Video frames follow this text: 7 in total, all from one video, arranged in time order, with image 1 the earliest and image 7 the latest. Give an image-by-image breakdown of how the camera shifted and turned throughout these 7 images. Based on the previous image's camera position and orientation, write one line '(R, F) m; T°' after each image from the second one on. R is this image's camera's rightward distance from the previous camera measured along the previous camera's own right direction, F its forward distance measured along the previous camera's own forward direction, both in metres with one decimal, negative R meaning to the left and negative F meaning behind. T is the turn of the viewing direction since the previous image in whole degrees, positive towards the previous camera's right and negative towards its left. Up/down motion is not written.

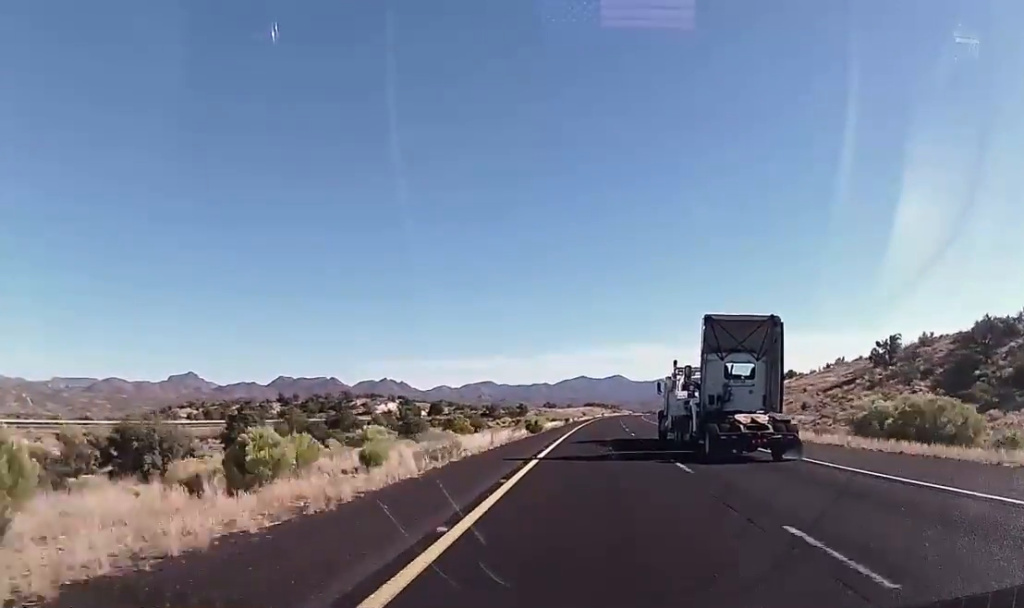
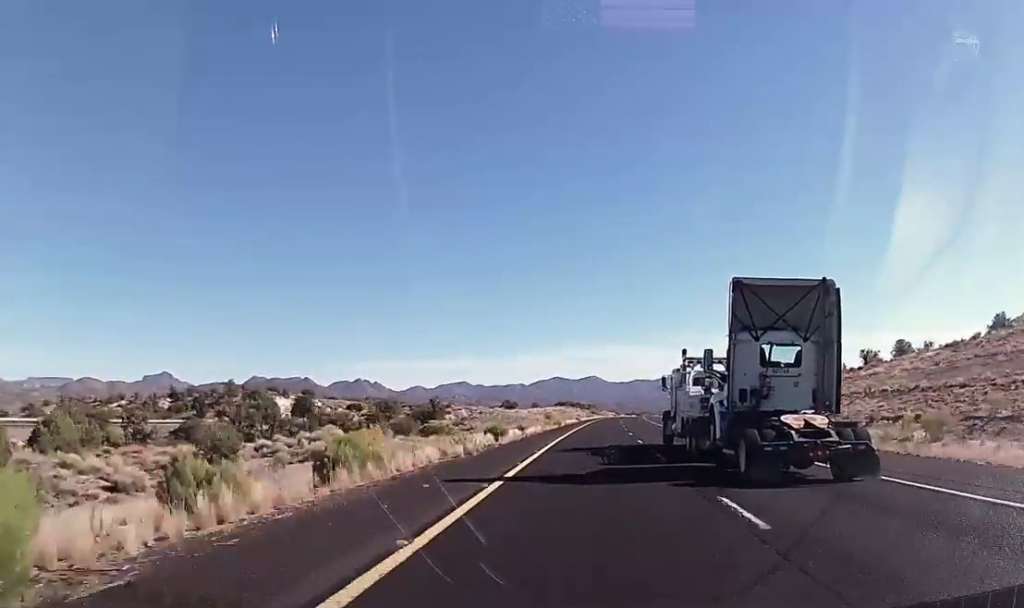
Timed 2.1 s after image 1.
(+0.6, +80.3) m; +1°
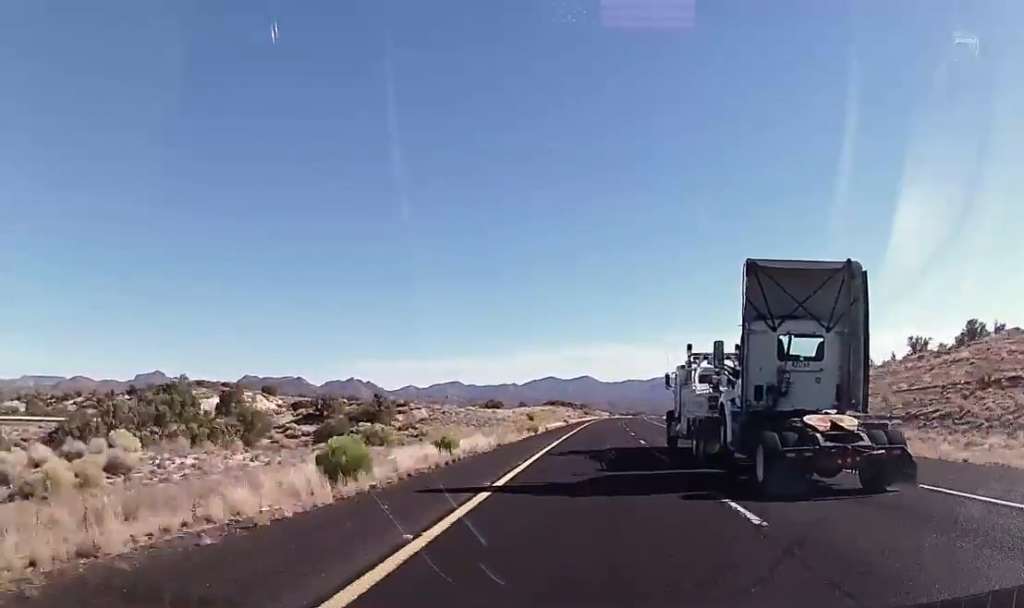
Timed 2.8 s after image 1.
(0.0, +23.8) m; +1°
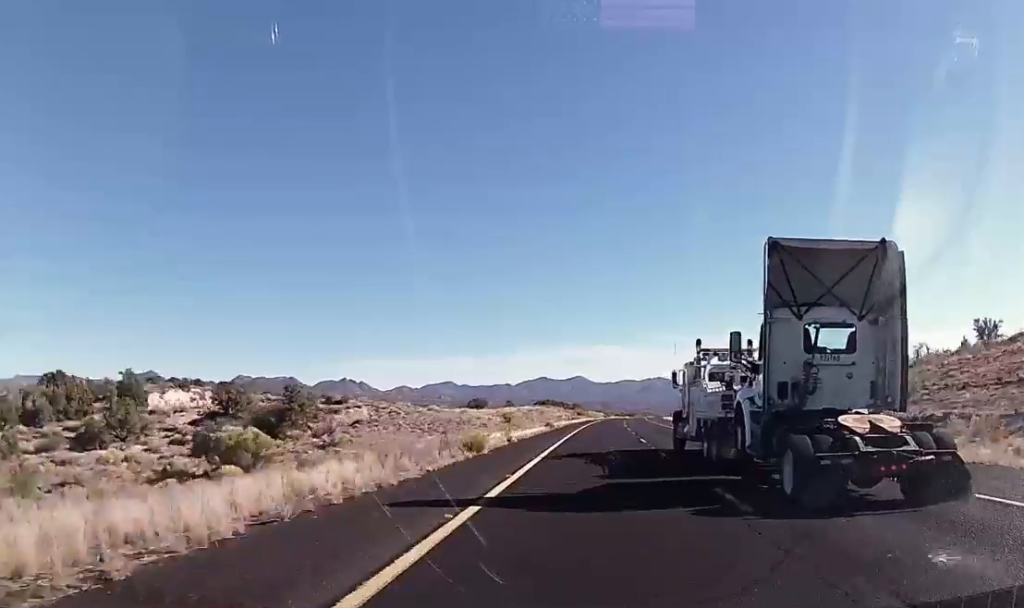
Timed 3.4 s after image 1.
(+0.4, +22.7) m; +1°
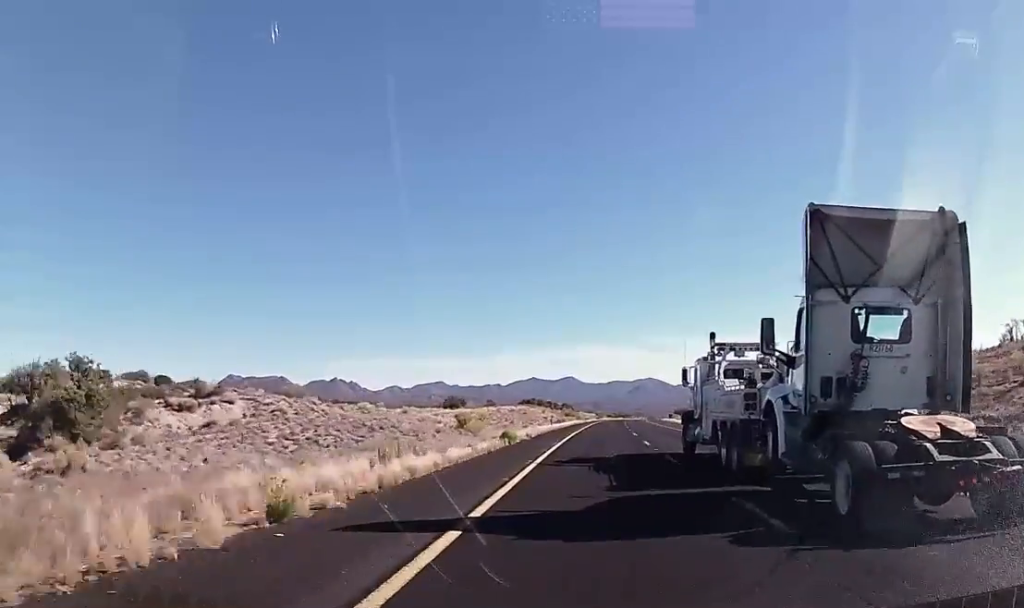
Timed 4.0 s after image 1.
(+0.3, +25.1) m; +1°
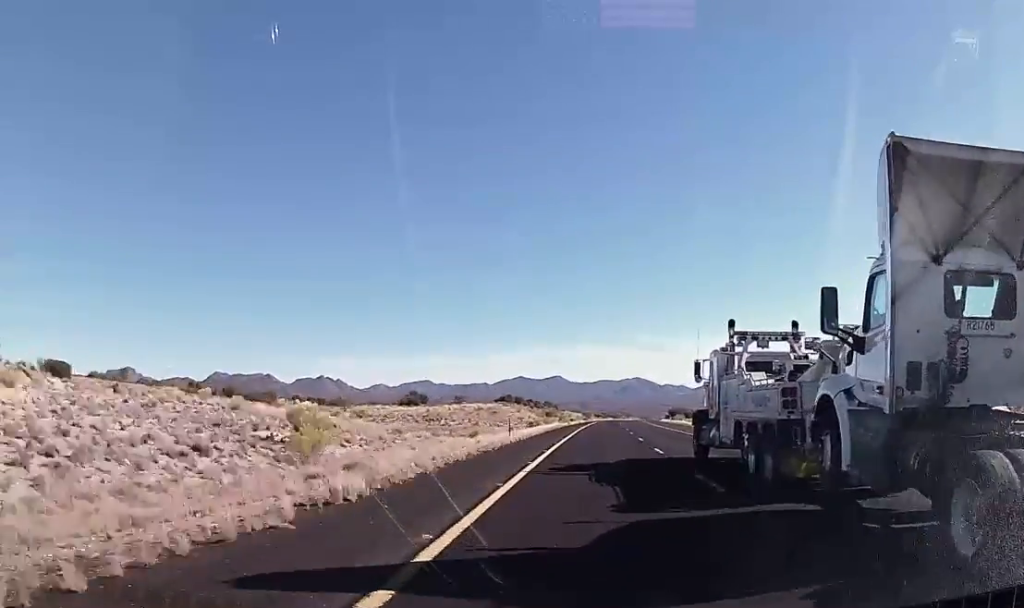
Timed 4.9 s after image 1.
(+0.2, +31.4) m; +1°
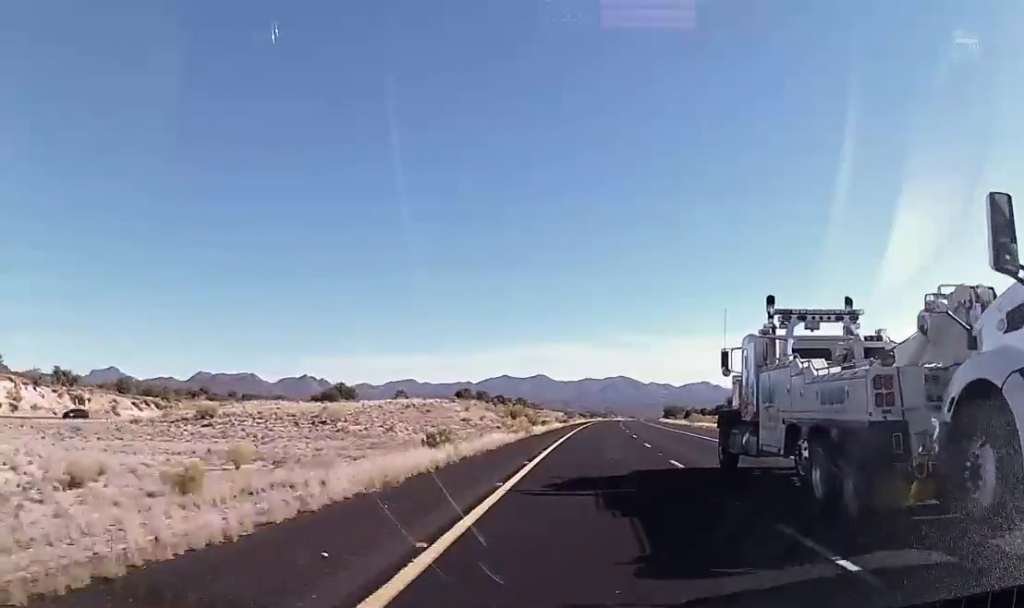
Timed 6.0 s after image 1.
(+0.2, +42.7) m; +1°
